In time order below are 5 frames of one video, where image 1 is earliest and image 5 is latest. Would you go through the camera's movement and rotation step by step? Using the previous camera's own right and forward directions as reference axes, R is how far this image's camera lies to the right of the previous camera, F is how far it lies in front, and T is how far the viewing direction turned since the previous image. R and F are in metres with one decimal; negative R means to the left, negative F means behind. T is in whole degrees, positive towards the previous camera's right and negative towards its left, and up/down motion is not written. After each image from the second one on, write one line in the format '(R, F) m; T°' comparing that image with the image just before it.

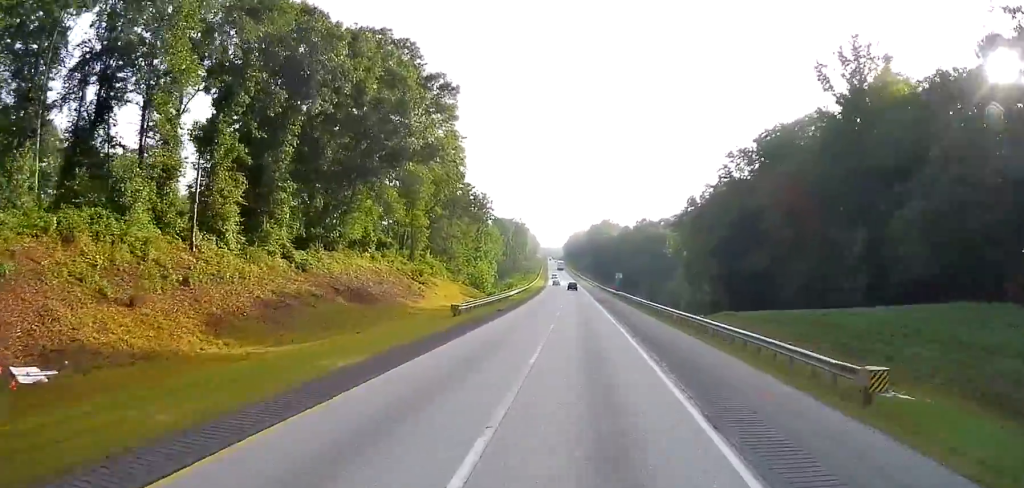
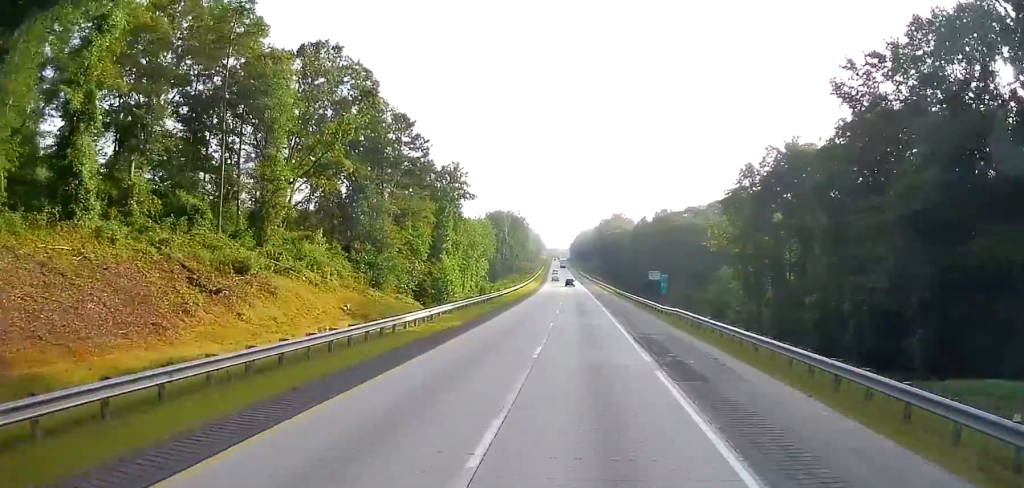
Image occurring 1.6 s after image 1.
(-0.4, +47.3) m; -1°
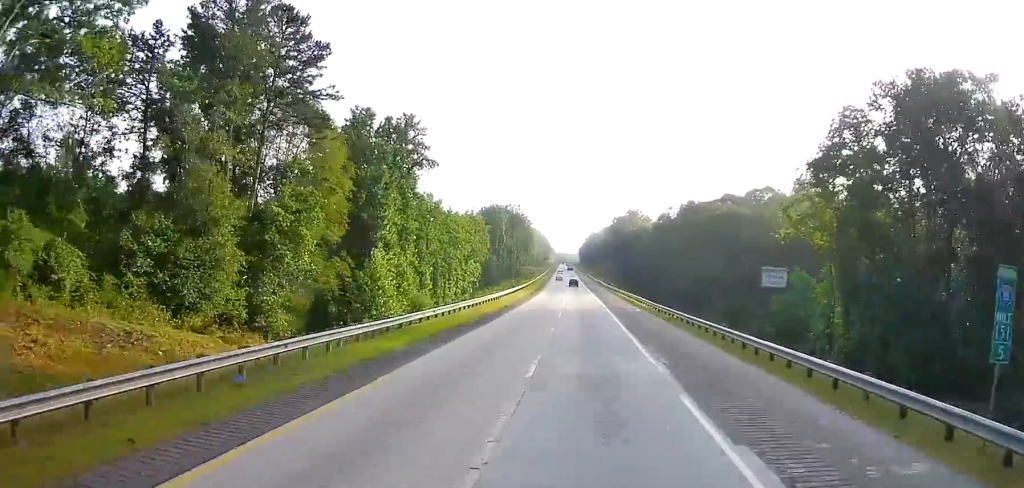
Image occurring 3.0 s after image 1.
(+0.1, +40.5) m; 0°
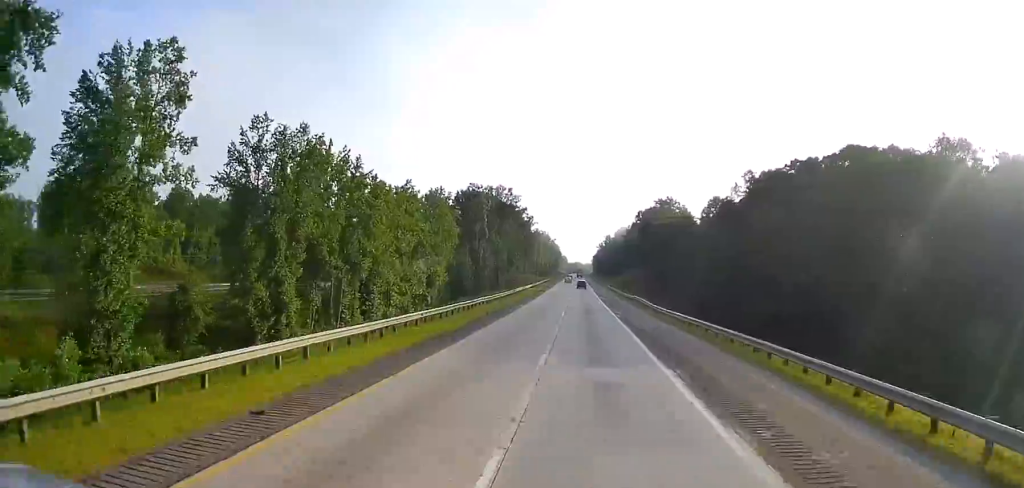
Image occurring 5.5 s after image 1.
(-2.0, +71.5) m; -2°
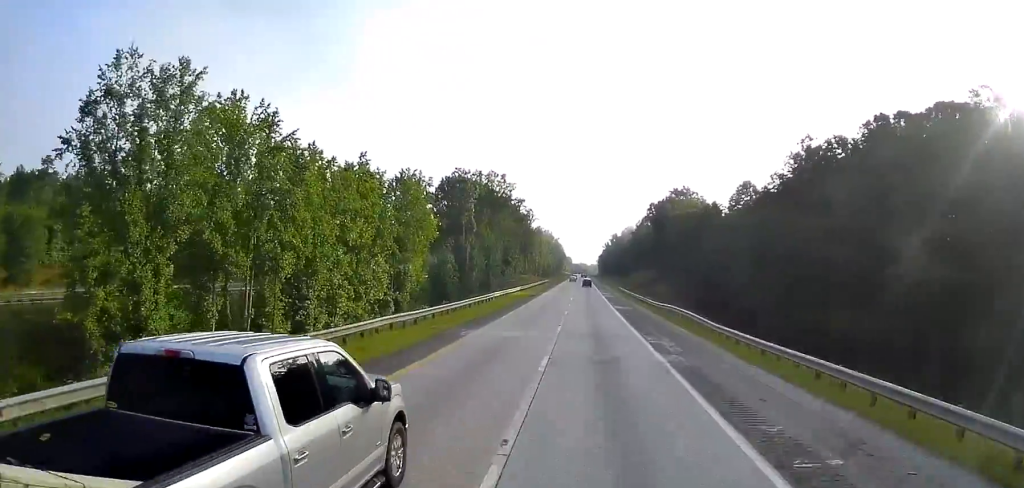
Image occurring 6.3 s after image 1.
(0.0, +25.8) m; +1°
